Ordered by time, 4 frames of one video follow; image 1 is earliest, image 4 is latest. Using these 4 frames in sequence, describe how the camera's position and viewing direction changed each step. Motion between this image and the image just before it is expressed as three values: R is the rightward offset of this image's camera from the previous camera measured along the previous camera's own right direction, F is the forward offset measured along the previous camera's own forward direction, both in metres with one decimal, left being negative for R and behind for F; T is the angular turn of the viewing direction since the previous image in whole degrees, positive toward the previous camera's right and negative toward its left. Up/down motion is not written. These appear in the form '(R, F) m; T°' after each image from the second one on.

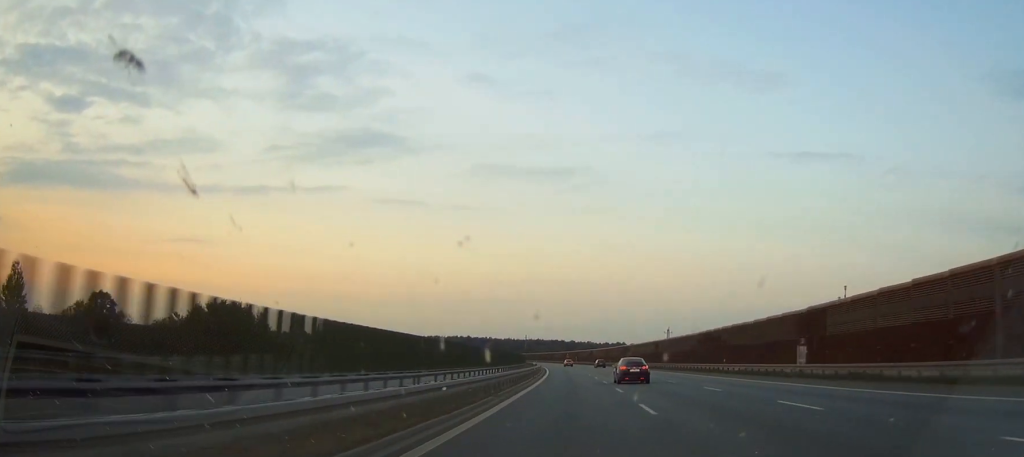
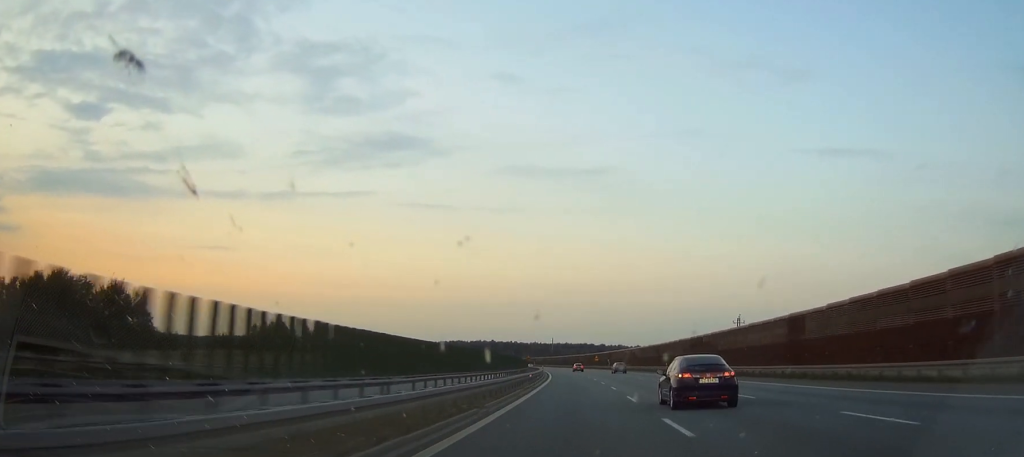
(-1.2, +65.3) m; -2°
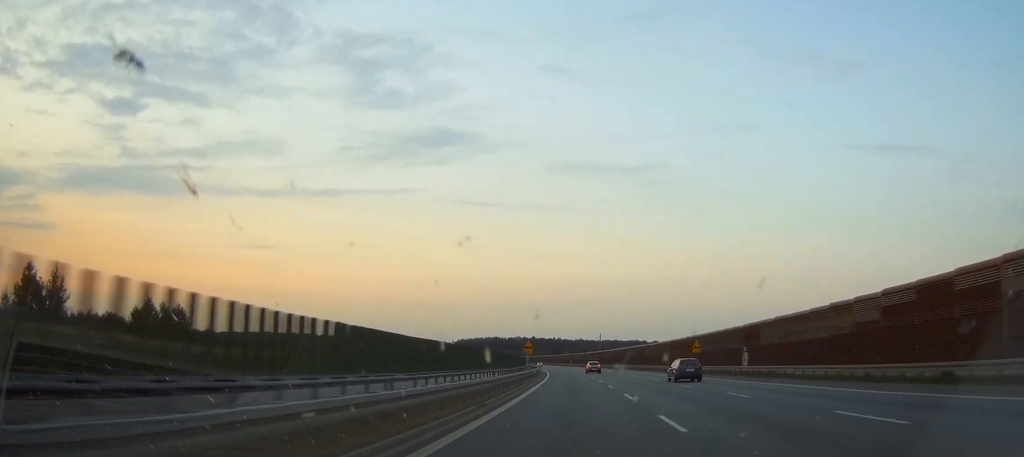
(-3.7, +119.6) m; -4°
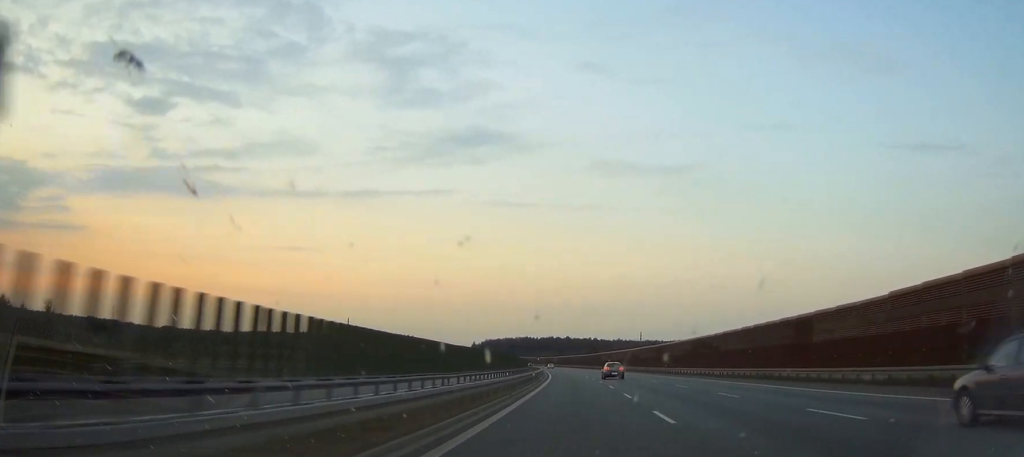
(-1.7, +81.6) m; -3°
